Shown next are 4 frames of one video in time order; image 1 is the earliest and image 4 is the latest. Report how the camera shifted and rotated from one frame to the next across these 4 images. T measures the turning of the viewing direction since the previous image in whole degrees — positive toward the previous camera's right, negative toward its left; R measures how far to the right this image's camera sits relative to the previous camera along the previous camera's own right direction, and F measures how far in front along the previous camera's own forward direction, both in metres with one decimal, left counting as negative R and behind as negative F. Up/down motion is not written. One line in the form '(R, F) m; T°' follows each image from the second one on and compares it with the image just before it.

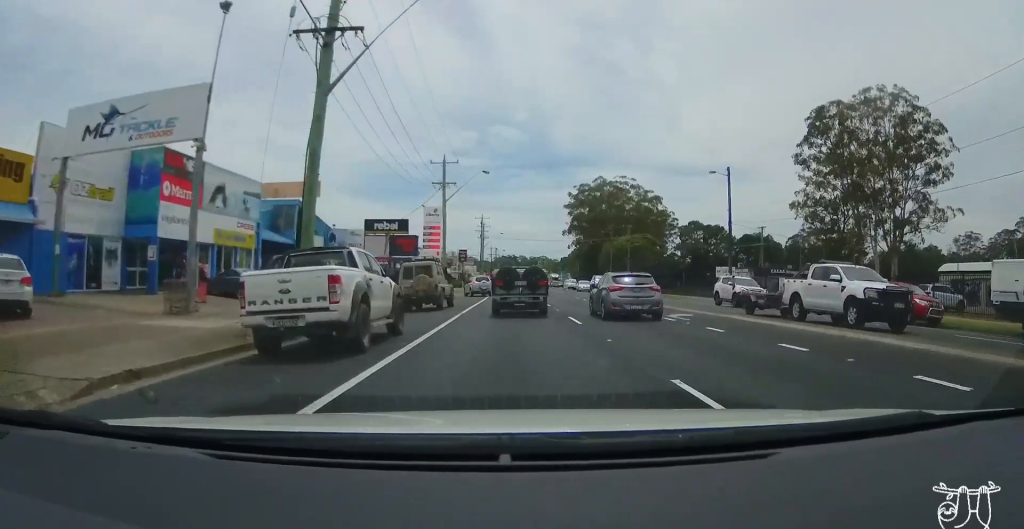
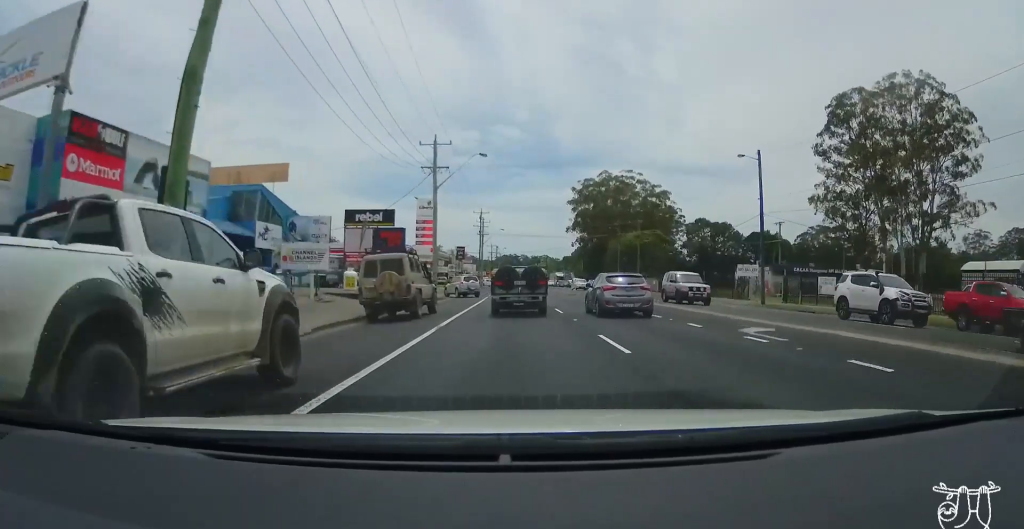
(0.0, +6.6) m; +1°
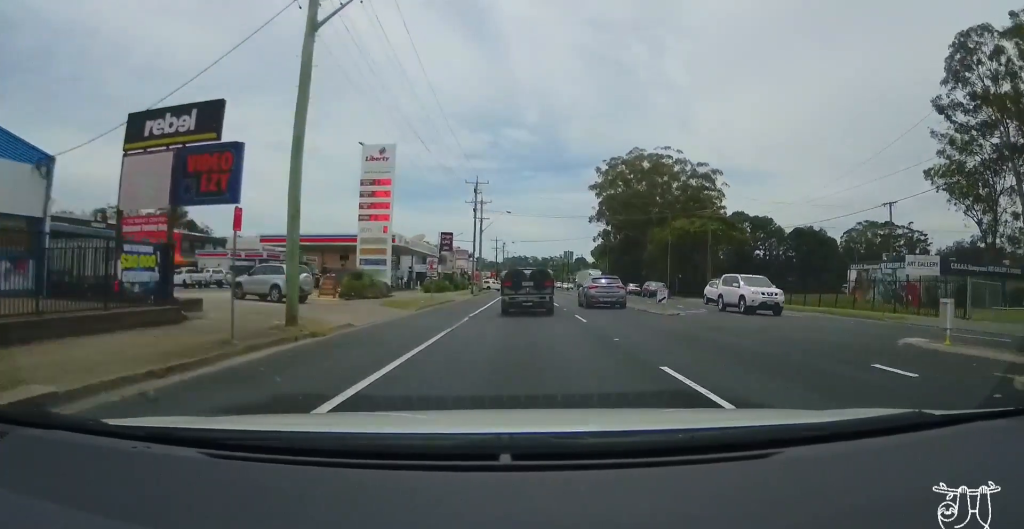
(+1.2, +28.0) m; +3°
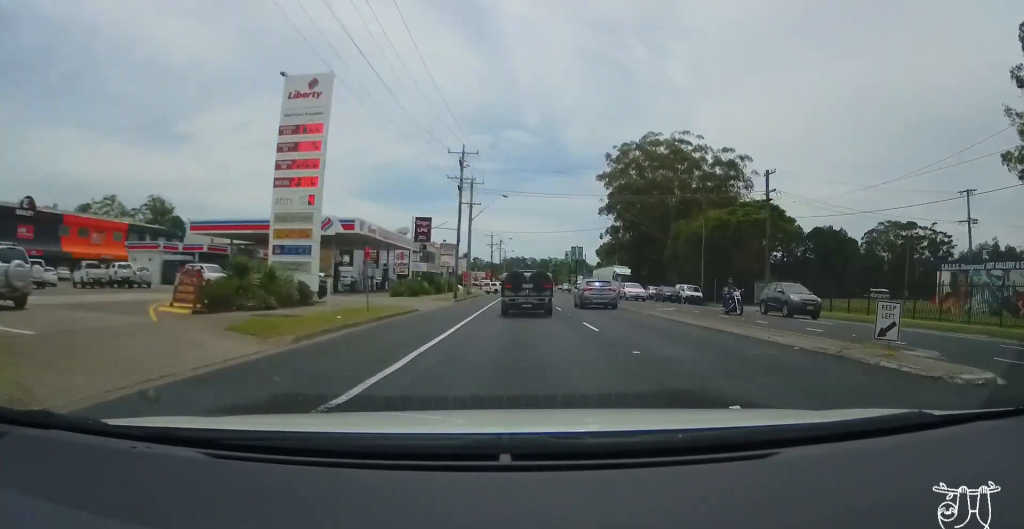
(-0.2, +13.2) m; -1°
